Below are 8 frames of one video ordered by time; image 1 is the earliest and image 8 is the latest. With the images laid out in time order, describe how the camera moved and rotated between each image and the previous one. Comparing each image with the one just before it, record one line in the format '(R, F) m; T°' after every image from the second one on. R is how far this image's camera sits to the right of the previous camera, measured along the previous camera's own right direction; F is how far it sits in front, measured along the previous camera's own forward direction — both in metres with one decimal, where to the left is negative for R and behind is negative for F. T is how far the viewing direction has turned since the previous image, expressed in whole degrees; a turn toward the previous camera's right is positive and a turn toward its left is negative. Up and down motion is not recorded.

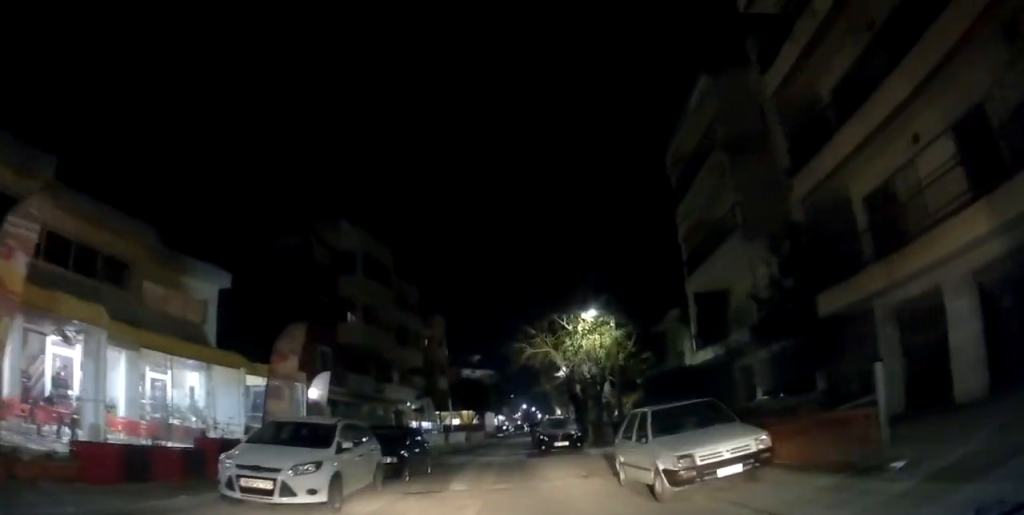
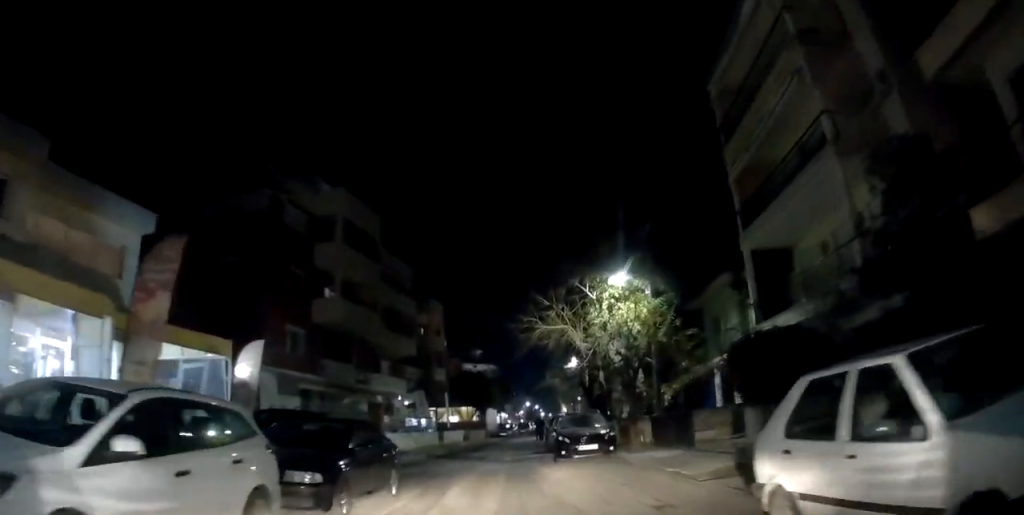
(0.0, +5.6) m; -4°
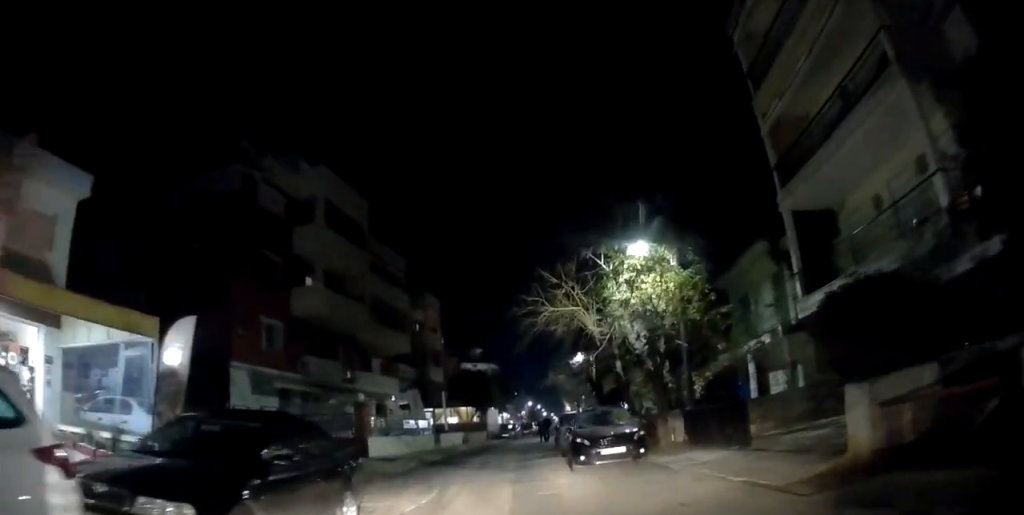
(-0.2, +3.1) m; -1°
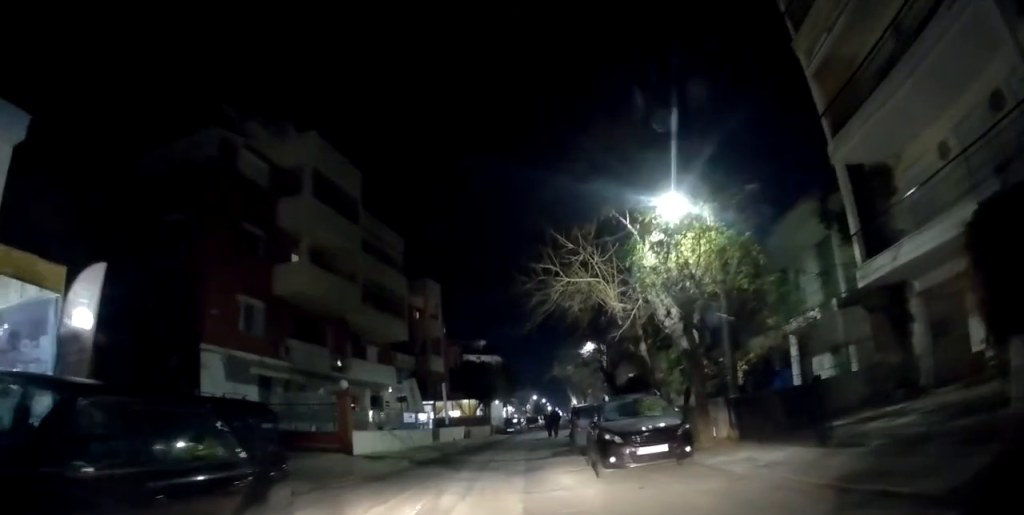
(-0.2, +2.8) m; -1°
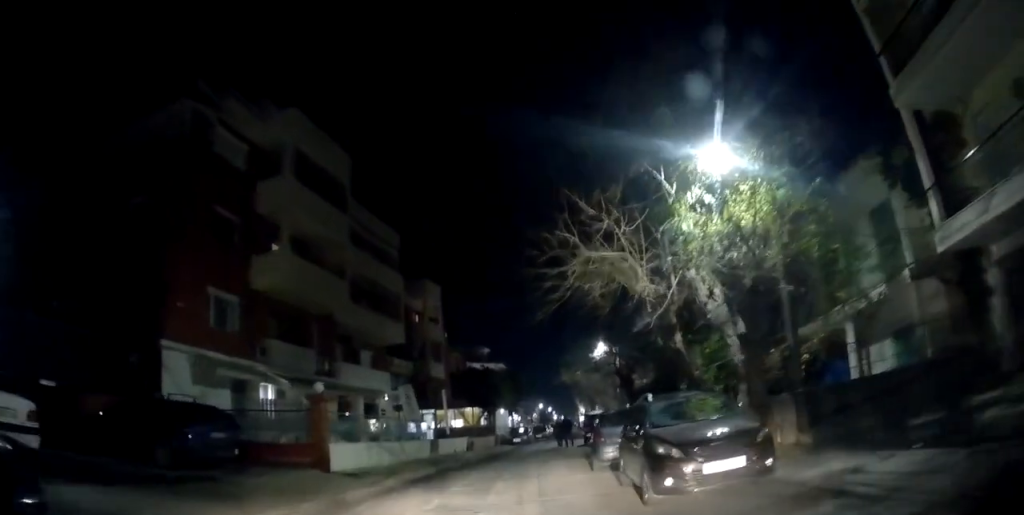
(+0.1, +2.9) m; +1°
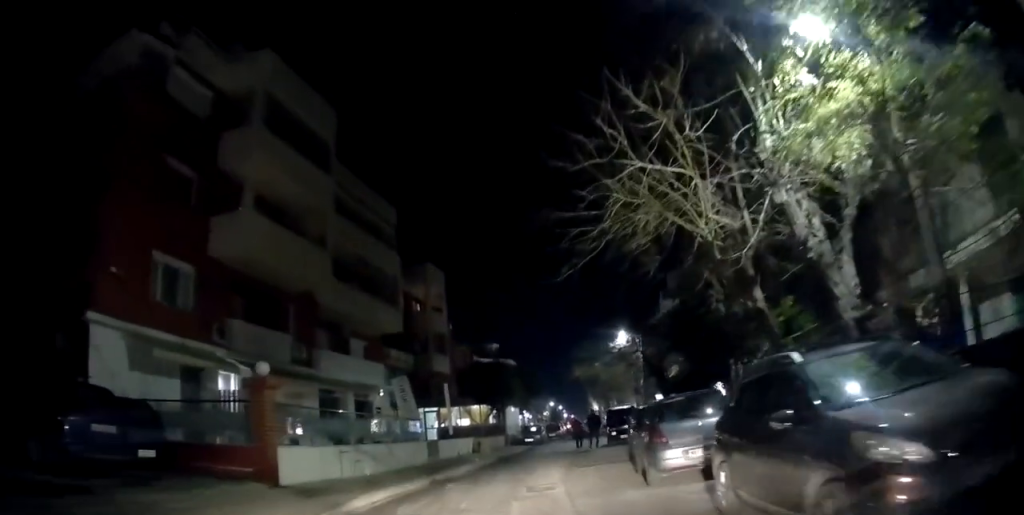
(+0.1, +4.2) m; +2°
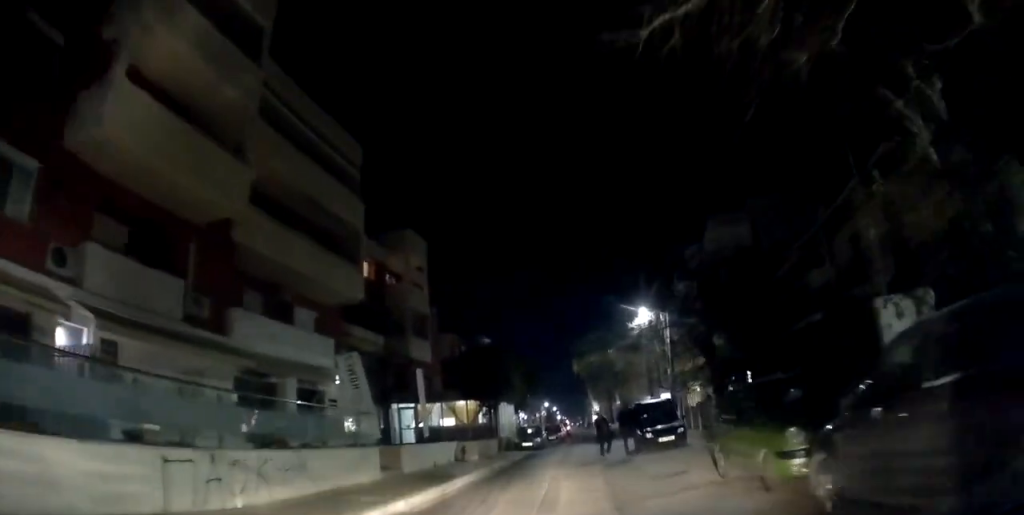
(+0.2, +7.6) m; +4°
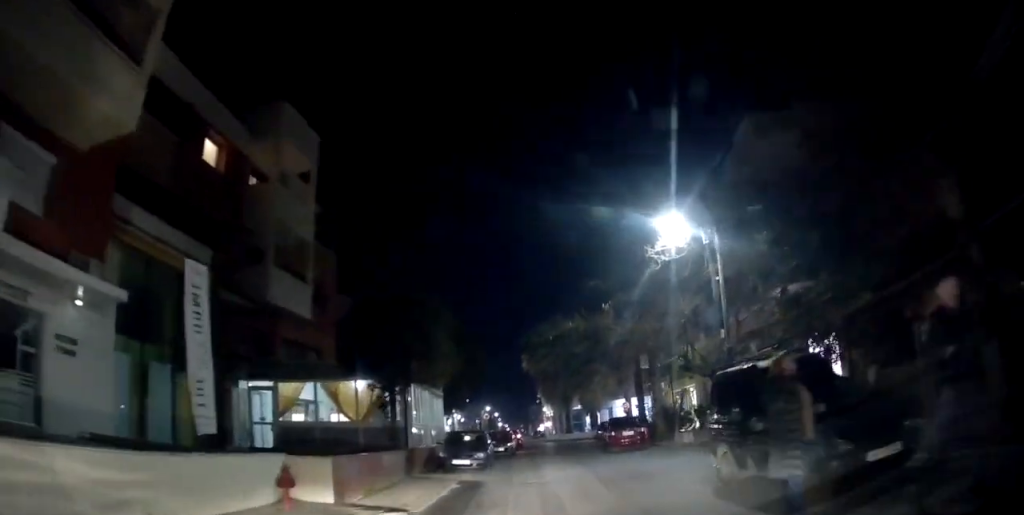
(+1.7, +13.9) m; +10°
